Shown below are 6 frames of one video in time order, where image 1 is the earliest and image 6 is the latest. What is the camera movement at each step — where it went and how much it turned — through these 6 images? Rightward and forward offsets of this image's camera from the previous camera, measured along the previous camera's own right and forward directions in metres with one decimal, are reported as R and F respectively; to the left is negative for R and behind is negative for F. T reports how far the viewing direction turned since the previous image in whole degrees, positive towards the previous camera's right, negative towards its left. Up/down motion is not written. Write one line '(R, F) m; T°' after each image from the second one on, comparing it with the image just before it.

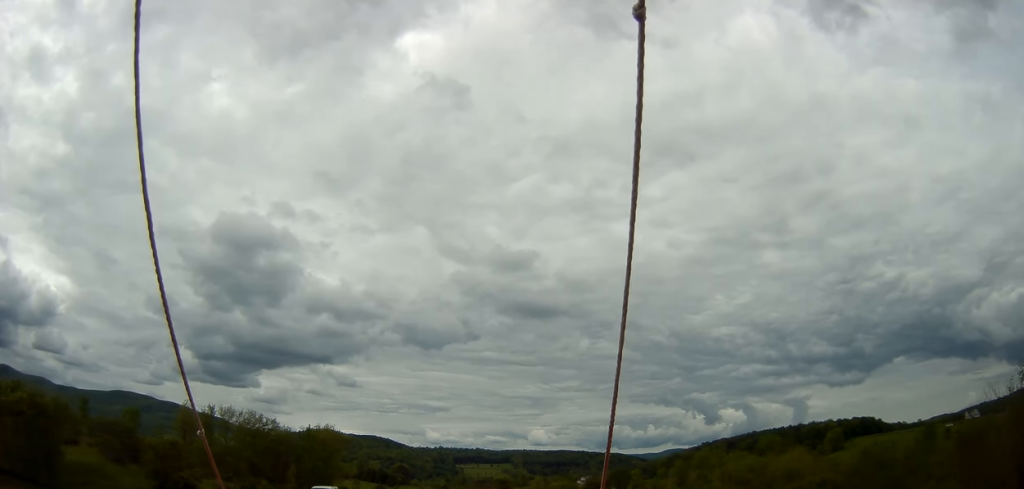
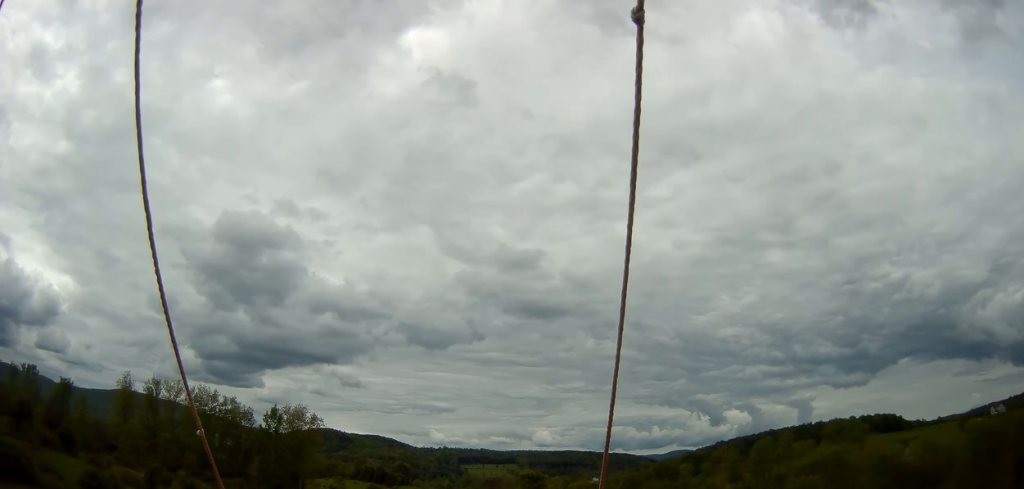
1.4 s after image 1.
(0.0, +35.5) m; -1°
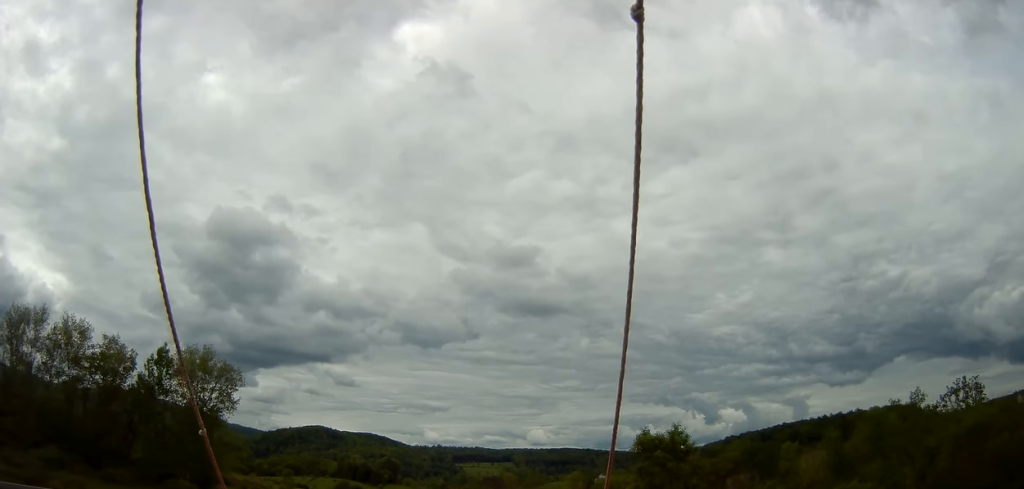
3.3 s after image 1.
(+0.3, +48.9) m; +1°
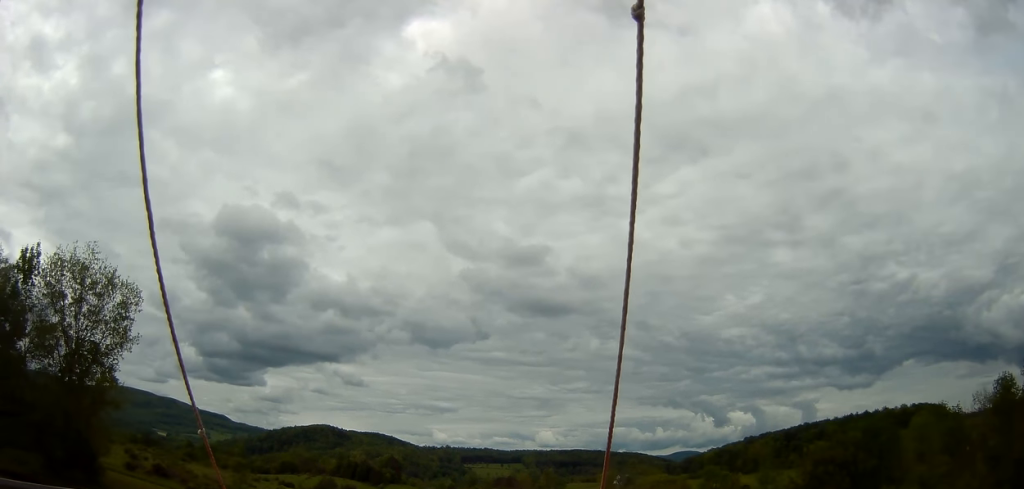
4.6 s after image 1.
(-0.2, +31.3) m; -1°
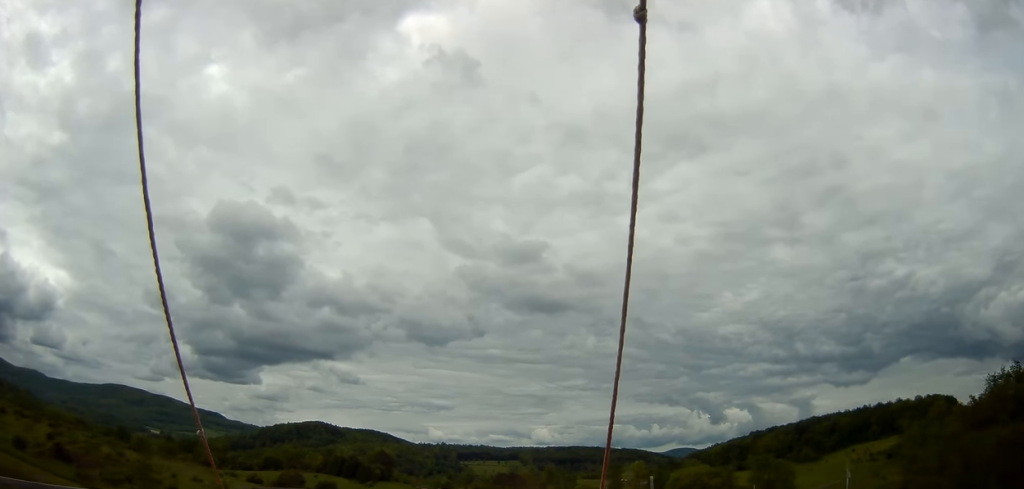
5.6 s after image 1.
(-0.1, +27.2) m; 0°
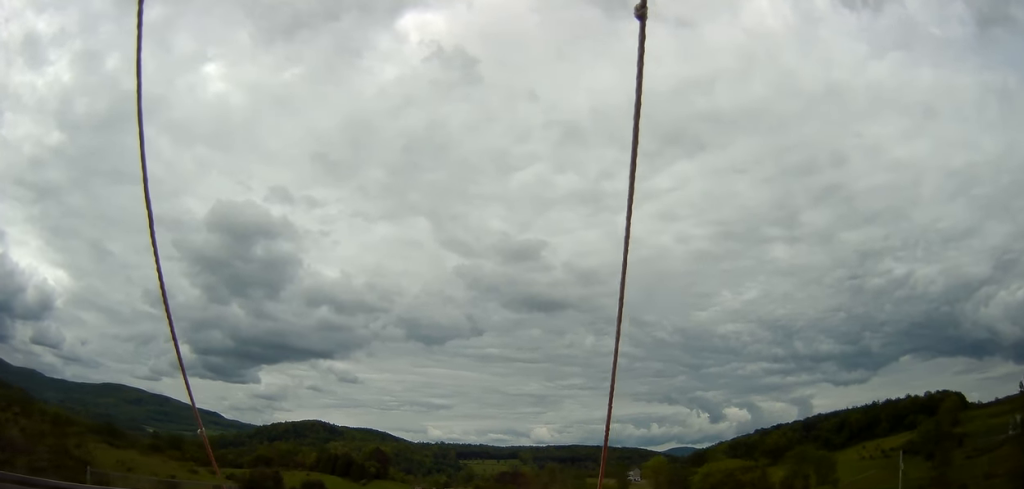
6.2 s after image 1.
(+0.1, +14.6) m; 0°
